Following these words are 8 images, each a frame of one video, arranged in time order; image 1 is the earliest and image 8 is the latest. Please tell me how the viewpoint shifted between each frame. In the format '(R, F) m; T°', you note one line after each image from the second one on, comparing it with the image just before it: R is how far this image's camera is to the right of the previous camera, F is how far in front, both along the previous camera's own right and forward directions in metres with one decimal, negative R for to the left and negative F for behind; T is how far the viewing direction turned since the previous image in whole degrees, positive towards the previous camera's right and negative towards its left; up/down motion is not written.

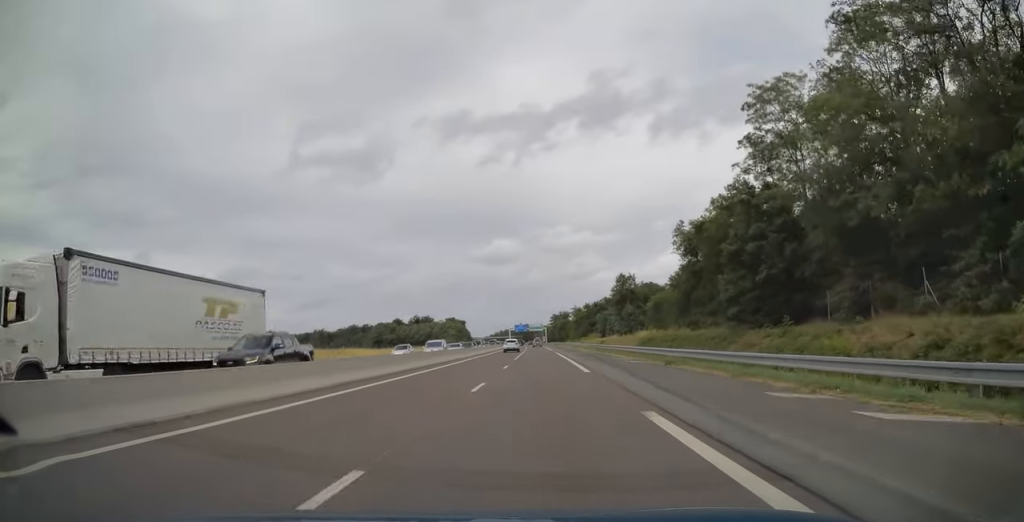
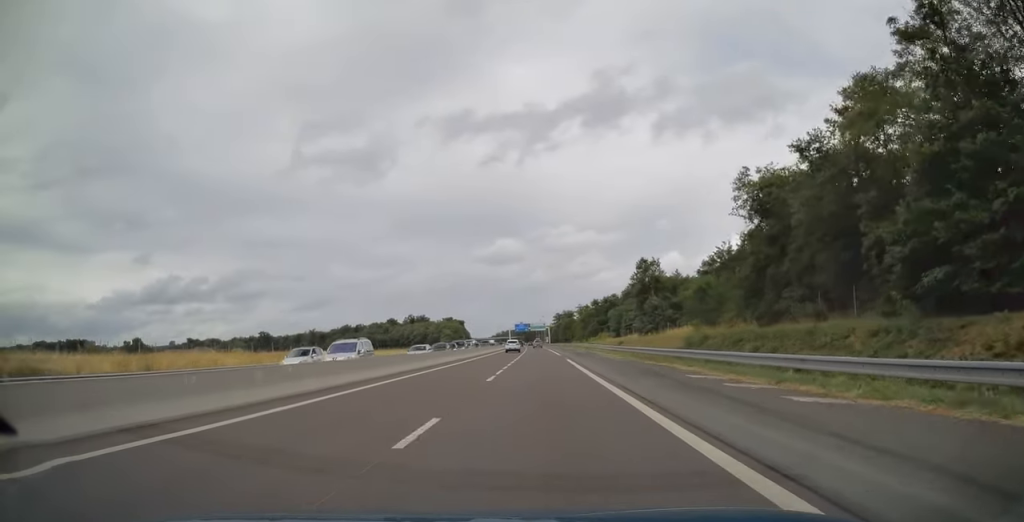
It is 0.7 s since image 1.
(-0.1, +22.0) m; 0°
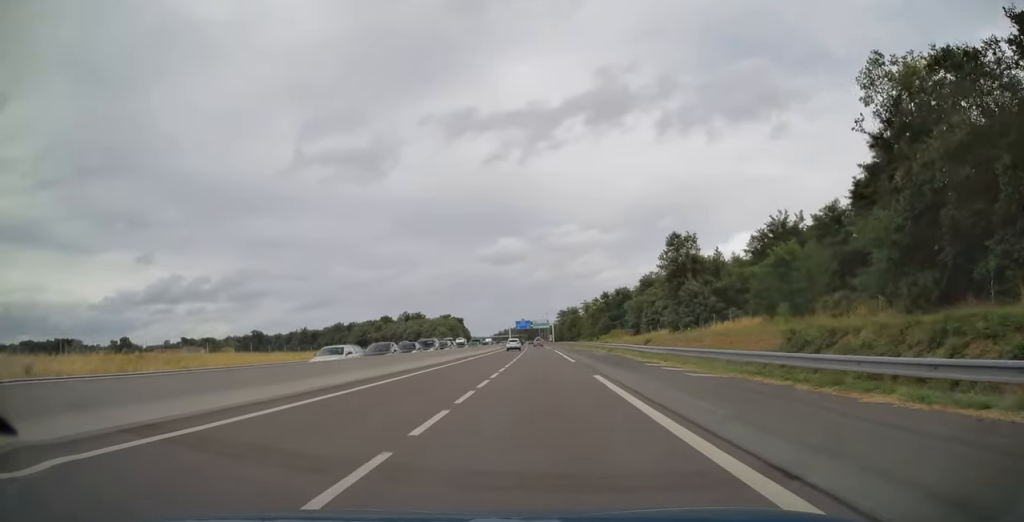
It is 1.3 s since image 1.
(0.0, +20.9) m; 0°
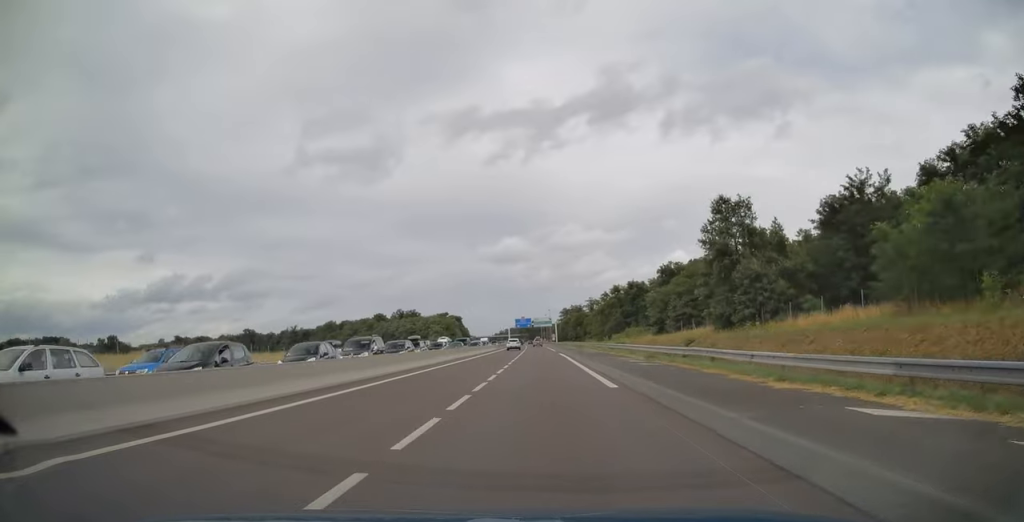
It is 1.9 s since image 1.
(+0.1, +18.8) m; 0°
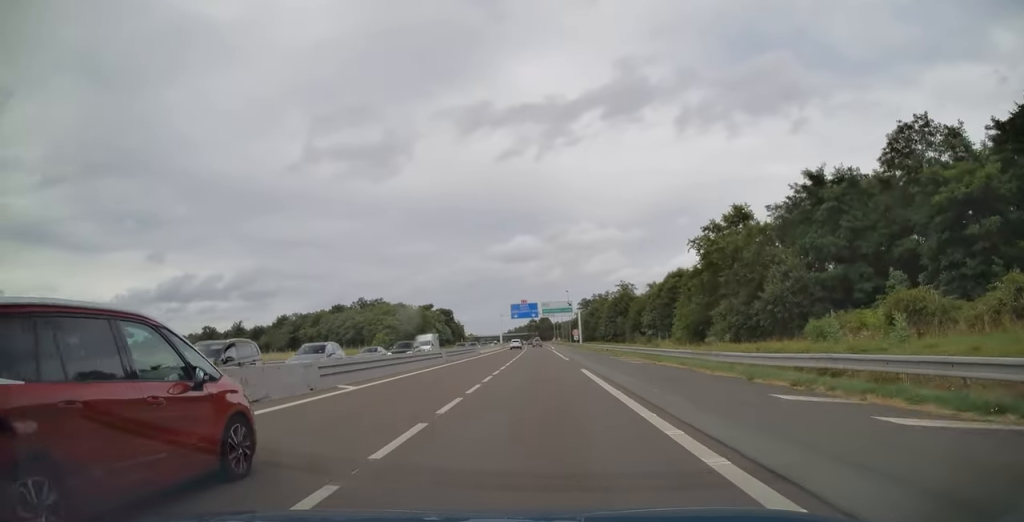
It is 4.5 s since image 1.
(-1.1, +83.7) m; -1°
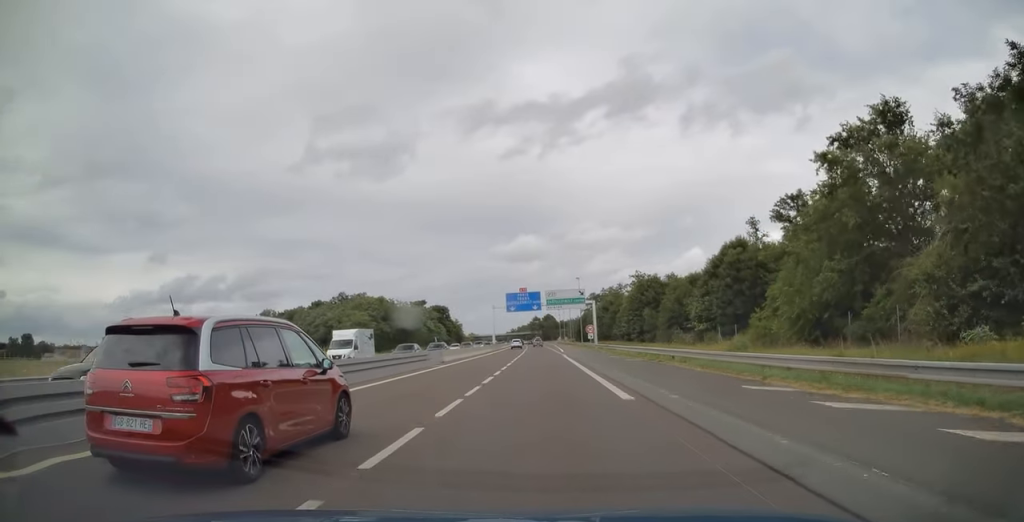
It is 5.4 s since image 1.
(0.0, +26.8) m; -1°
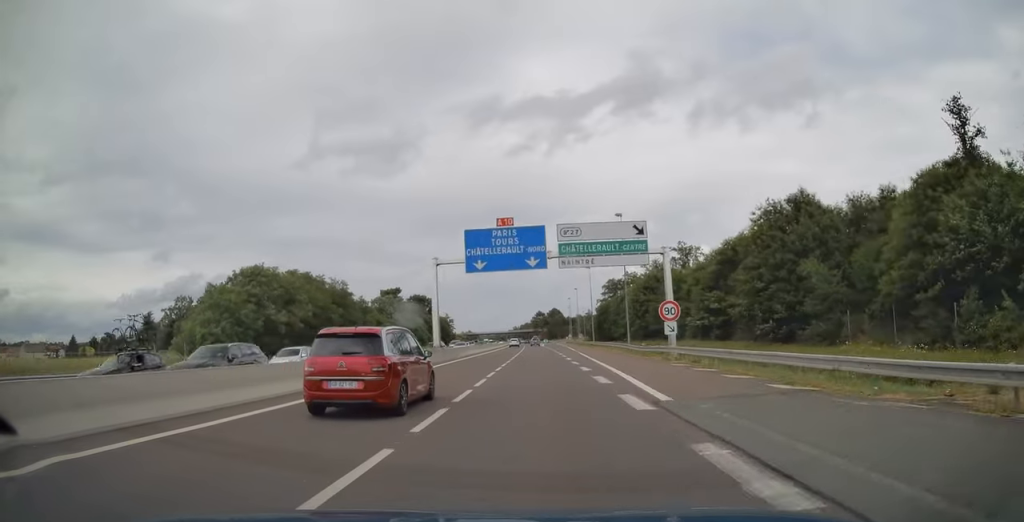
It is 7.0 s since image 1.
(-0.3, +54.1) m; 0°
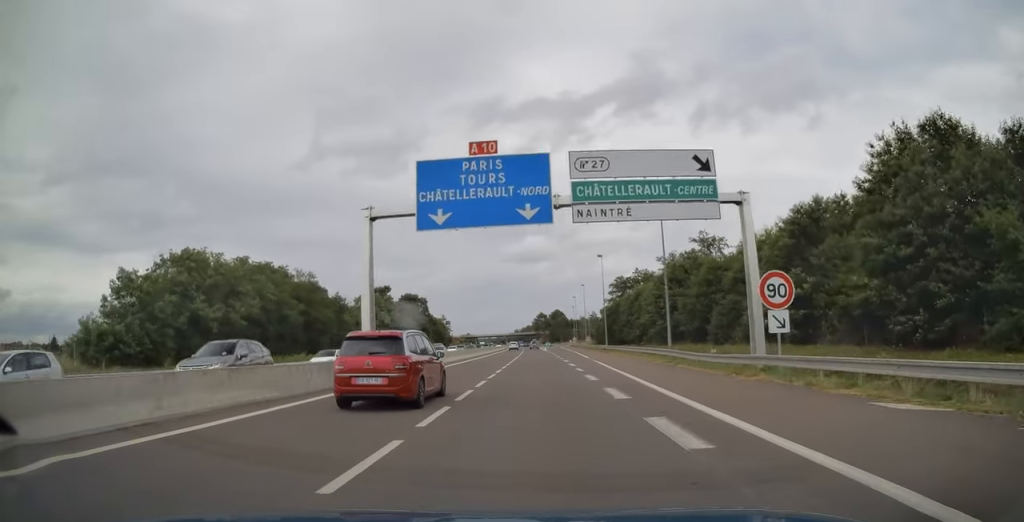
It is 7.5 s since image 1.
(+0.1, +16.6) m; 0°
